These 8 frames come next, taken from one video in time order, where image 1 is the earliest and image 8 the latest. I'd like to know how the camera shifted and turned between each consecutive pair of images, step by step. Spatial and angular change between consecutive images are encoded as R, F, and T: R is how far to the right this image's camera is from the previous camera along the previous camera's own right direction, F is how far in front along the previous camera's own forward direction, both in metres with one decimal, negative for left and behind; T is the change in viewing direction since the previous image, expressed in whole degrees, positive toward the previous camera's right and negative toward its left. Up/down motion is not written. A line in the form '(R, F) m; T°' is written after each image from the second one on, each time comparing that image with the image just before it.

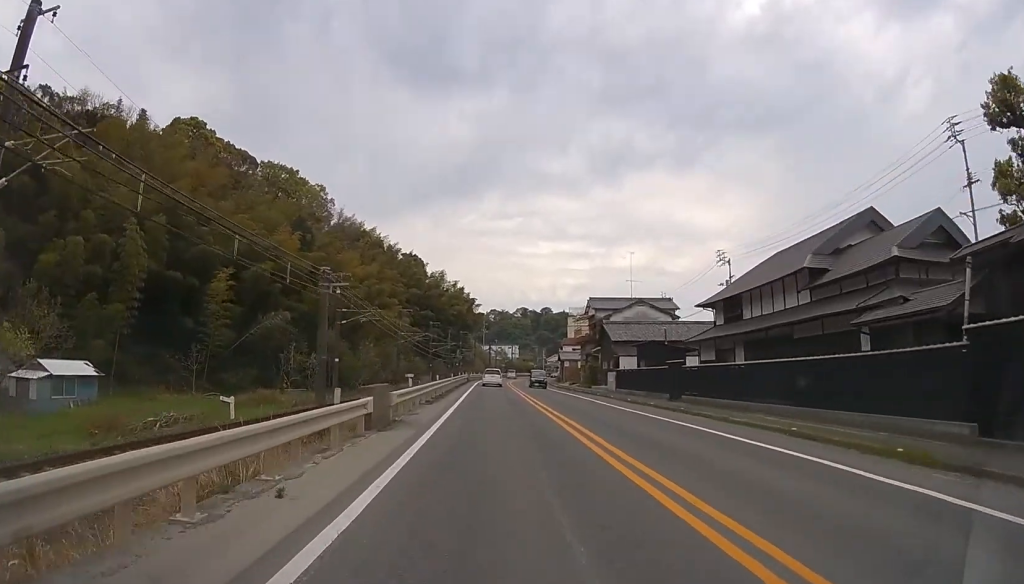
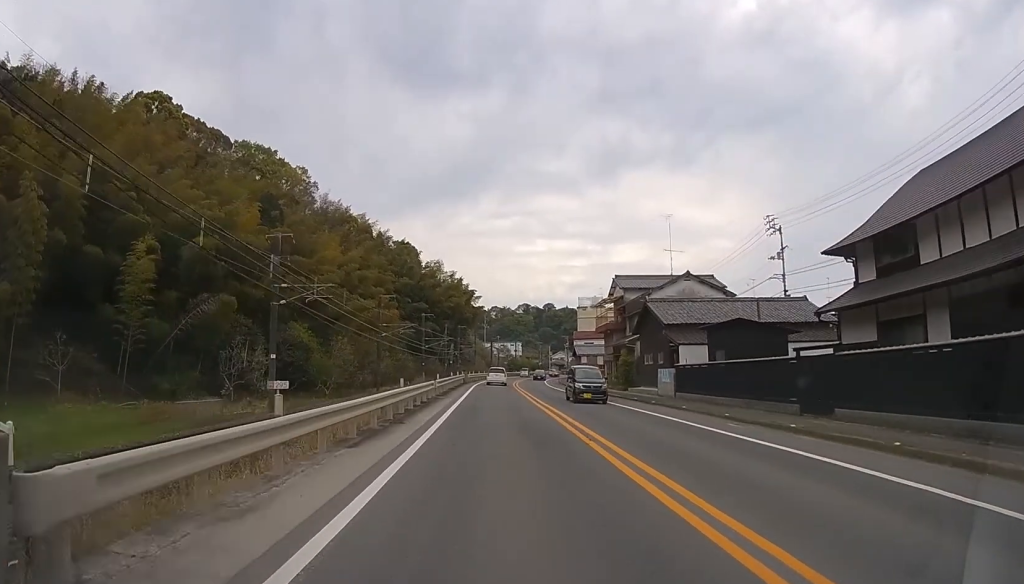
(0.0, +11.7) m; 0°
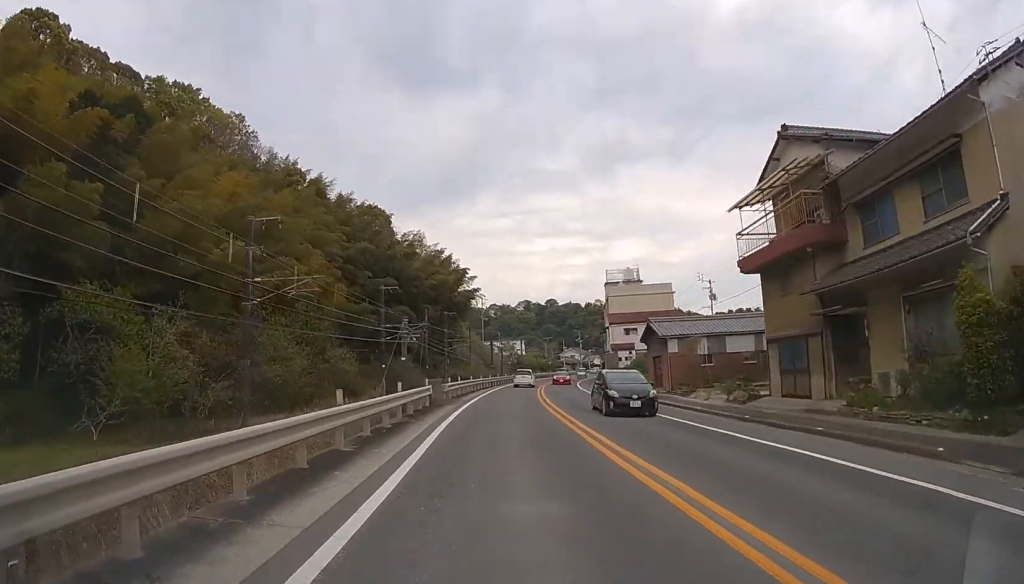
(0.0, +29.0) m; +1°
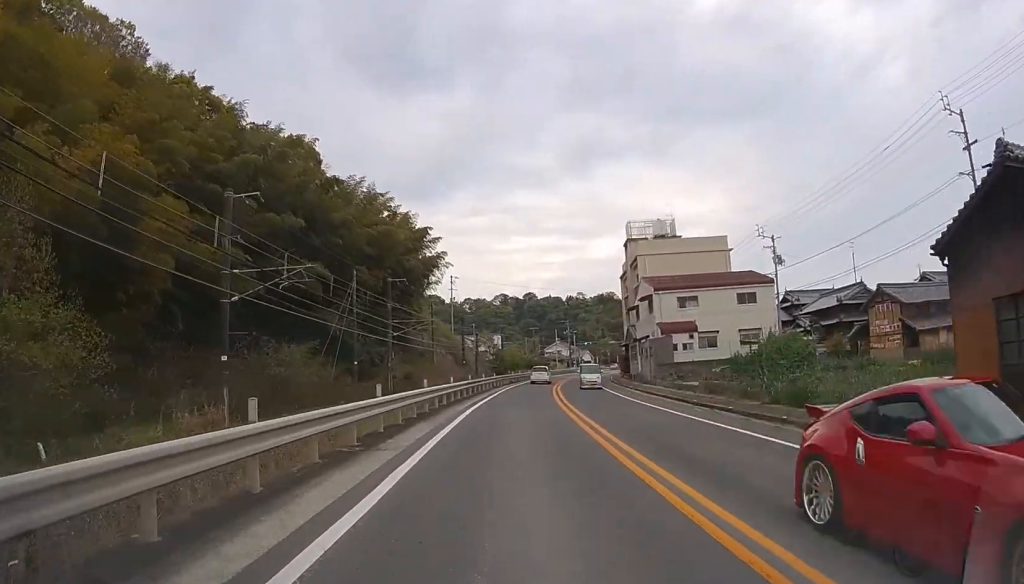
(+2.7, +26.1) m; +11°
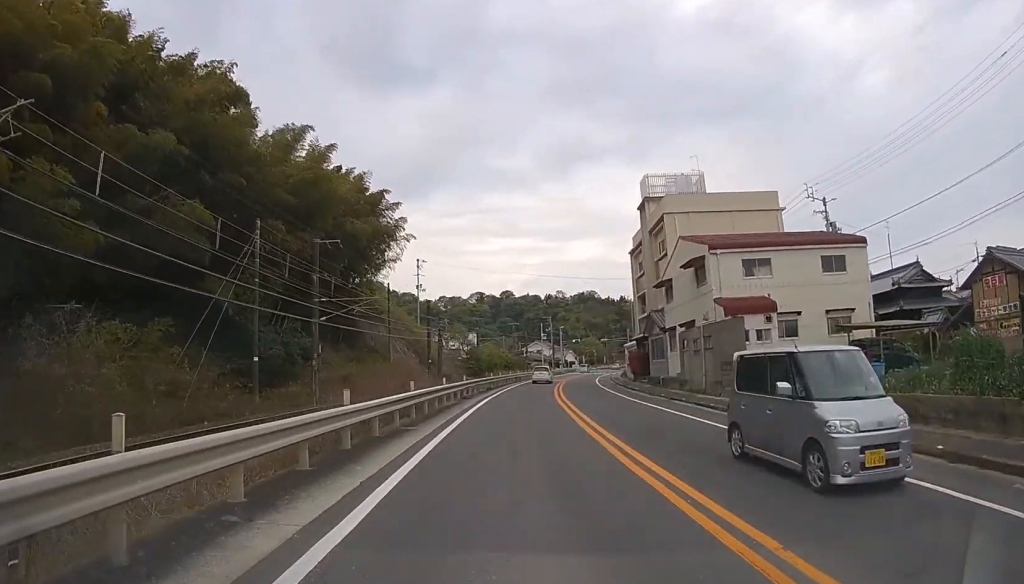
(0.0, +14.3) m; 0°
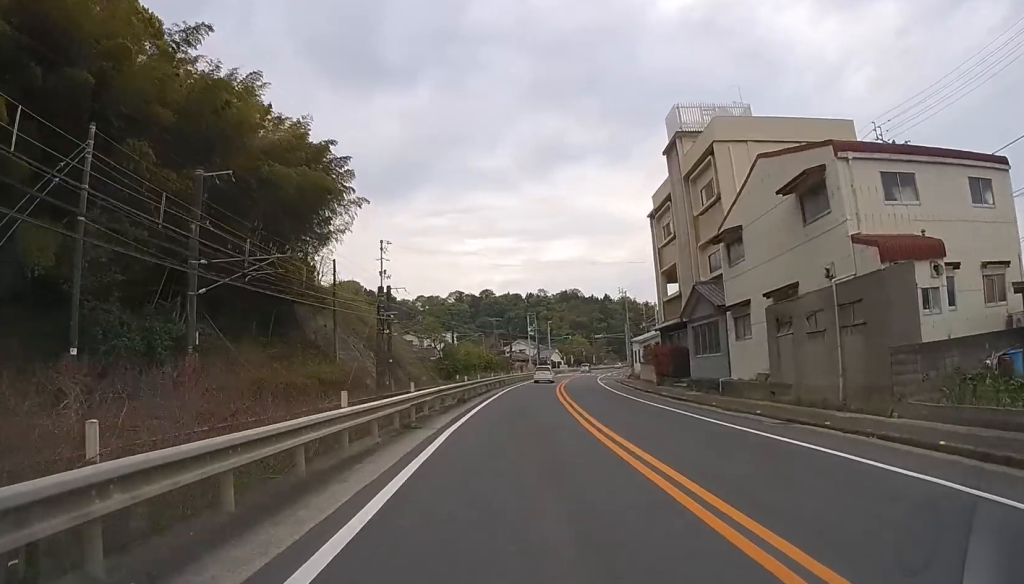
(0.0, +11.9) m; 0°
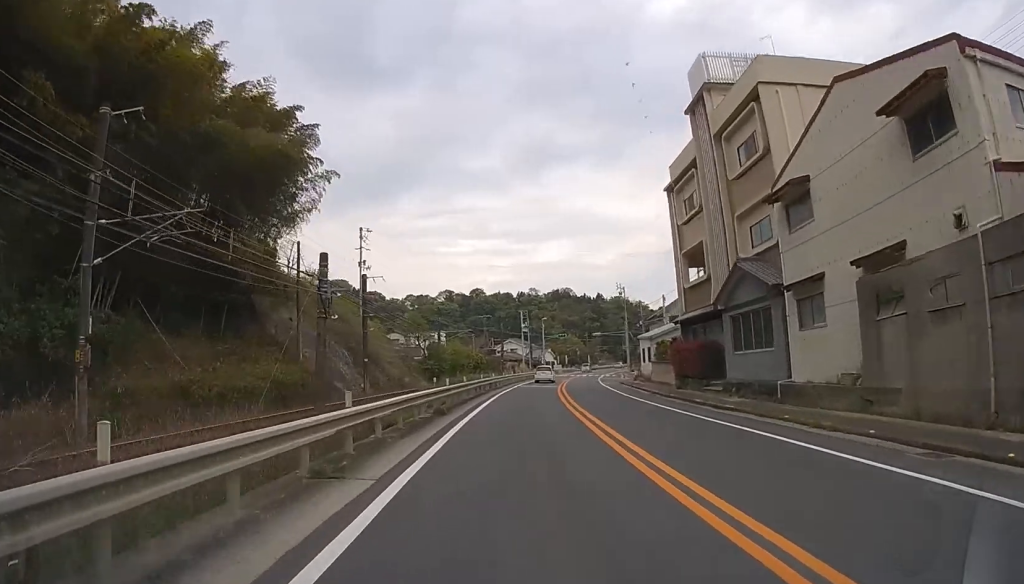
(0.0, +5.7) m; 0°
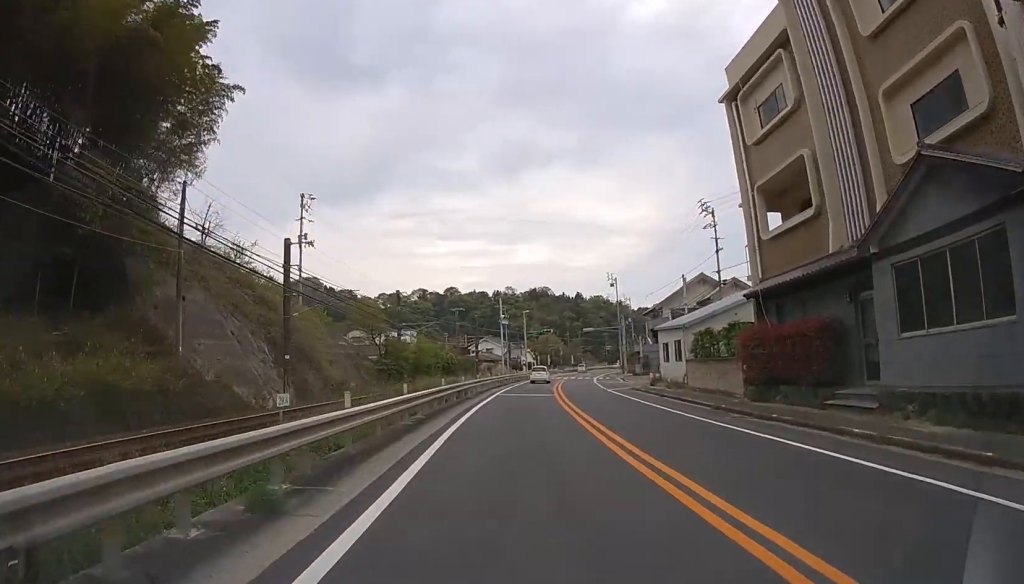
(0.0, +11.9) m; 0°
